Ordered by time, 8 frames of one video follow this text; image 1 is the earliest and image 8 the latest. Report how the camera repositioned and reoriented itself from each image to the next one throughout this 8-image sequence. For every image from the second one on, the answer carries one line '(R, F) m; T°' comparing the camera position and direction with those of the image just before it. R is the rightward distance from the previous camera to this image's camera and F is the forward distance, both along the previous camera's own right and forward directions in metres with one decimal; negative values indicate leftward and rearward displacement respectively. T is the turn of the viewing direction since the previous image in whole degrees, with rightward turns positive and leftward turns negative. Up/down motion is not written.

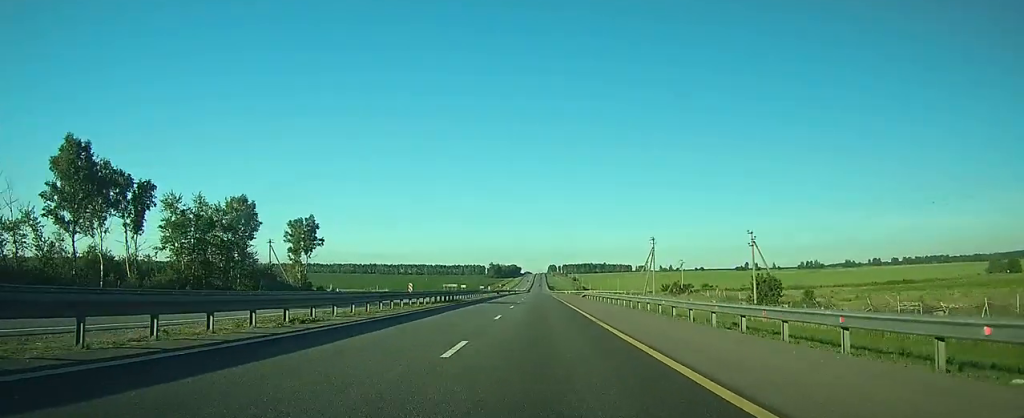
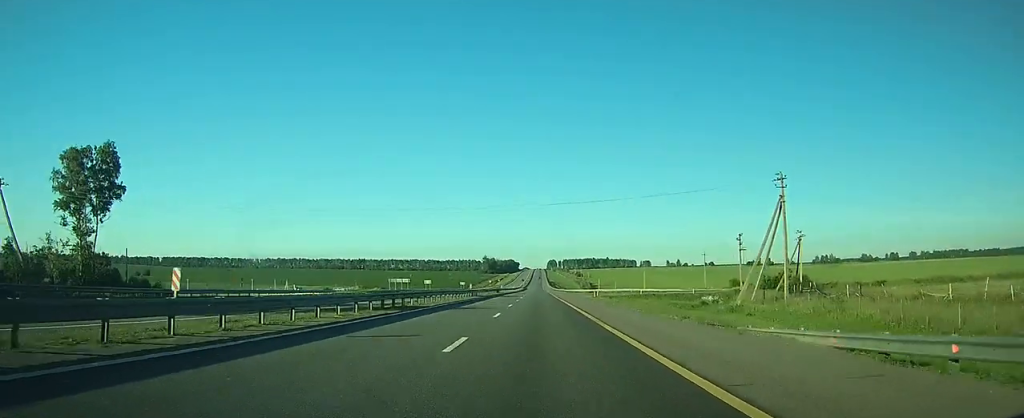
(+0.2, +71.1) m; 0°
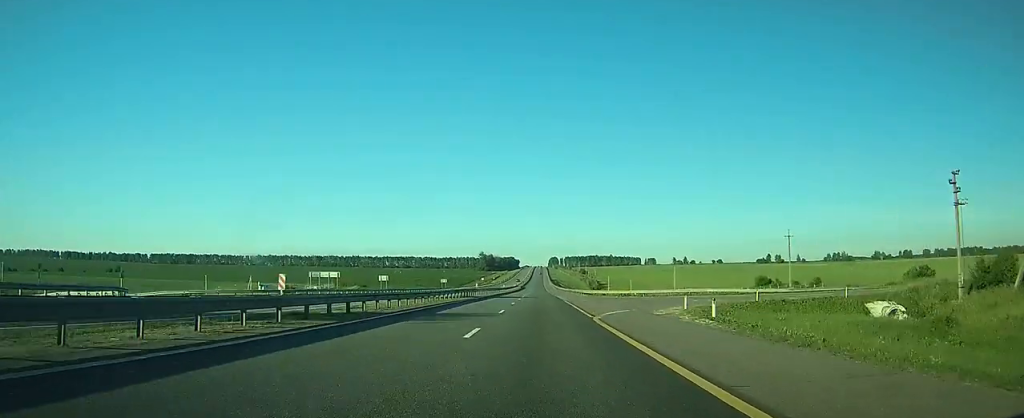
(0.0, +45.6) m; 0°
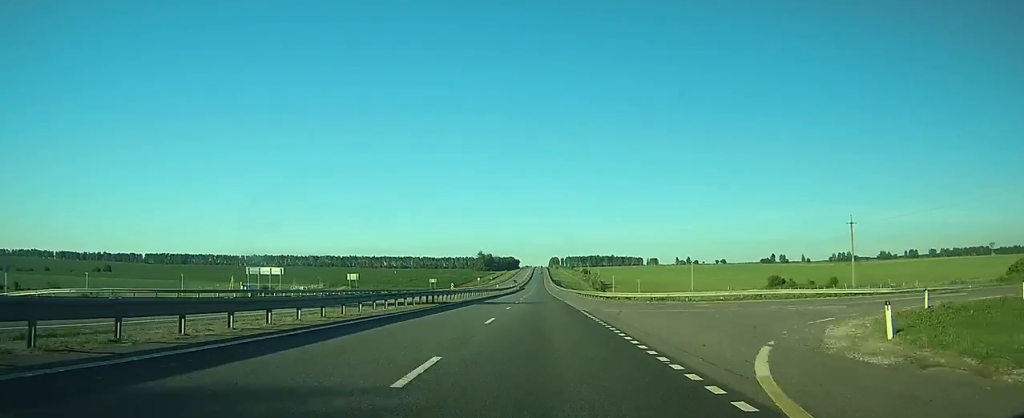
(0.0, +18.8) m; 0°
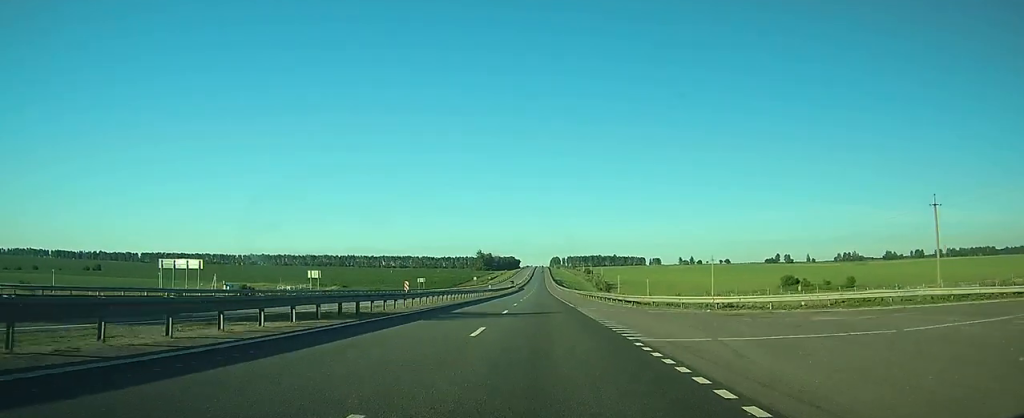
(0.0, +16.6) m; 0°
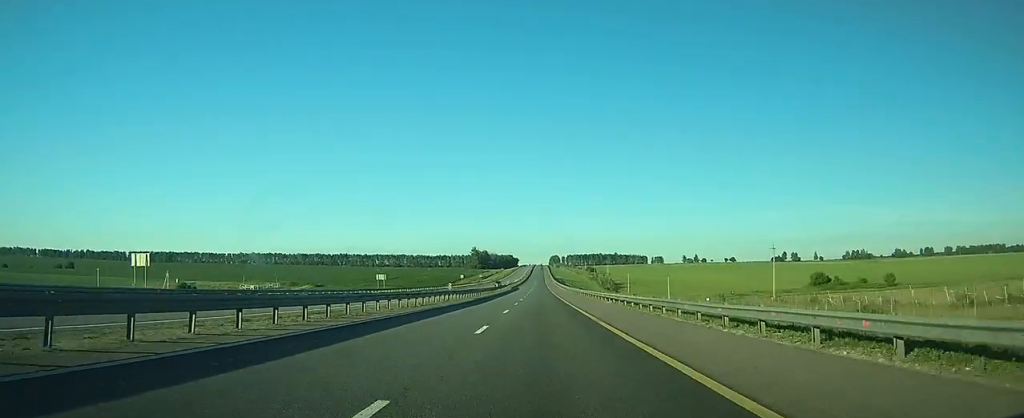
(-0.1, +35.3) m; 0°
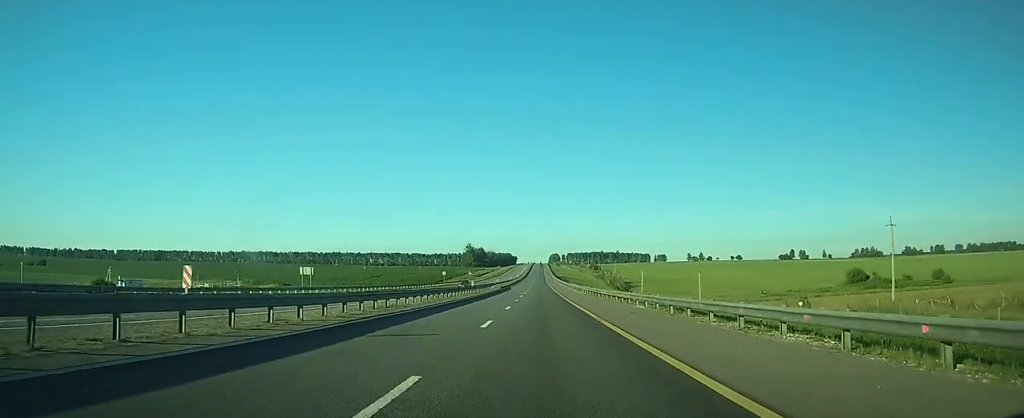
(+0.1, +34.2) m; 0°
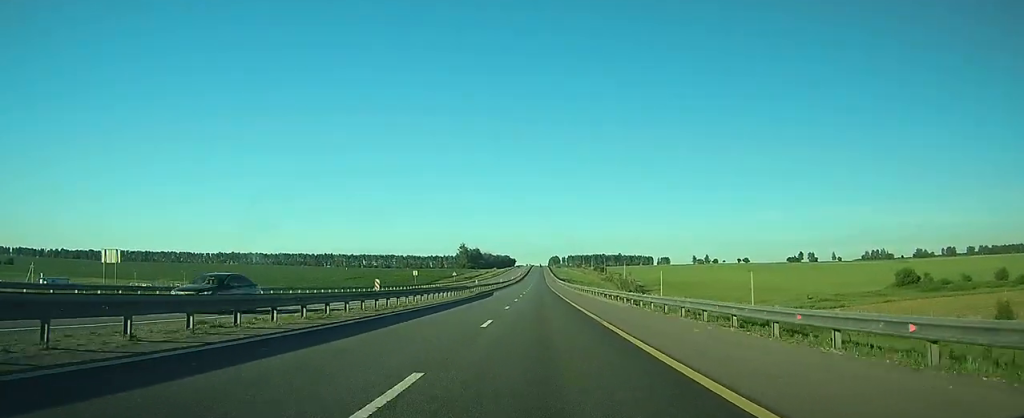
(+0.1, +35.3) m; 0°
